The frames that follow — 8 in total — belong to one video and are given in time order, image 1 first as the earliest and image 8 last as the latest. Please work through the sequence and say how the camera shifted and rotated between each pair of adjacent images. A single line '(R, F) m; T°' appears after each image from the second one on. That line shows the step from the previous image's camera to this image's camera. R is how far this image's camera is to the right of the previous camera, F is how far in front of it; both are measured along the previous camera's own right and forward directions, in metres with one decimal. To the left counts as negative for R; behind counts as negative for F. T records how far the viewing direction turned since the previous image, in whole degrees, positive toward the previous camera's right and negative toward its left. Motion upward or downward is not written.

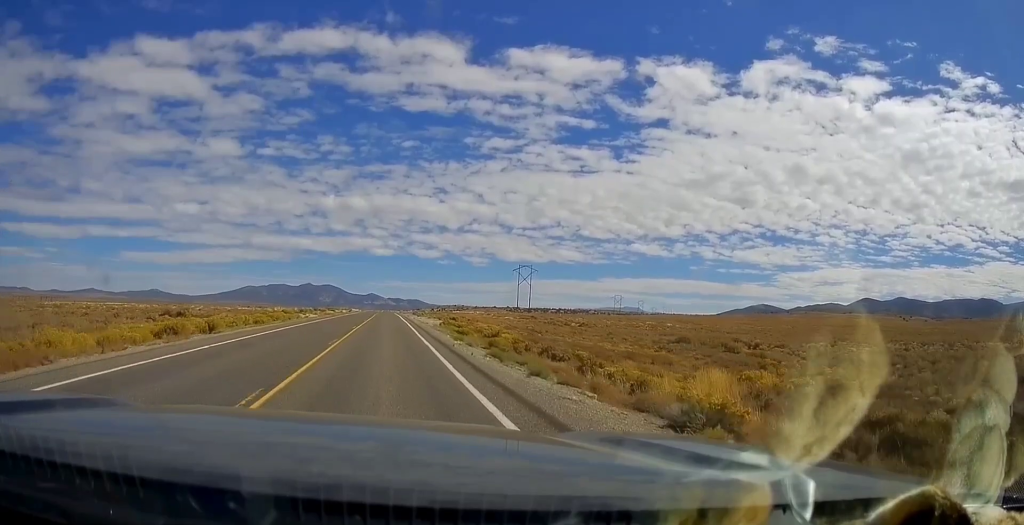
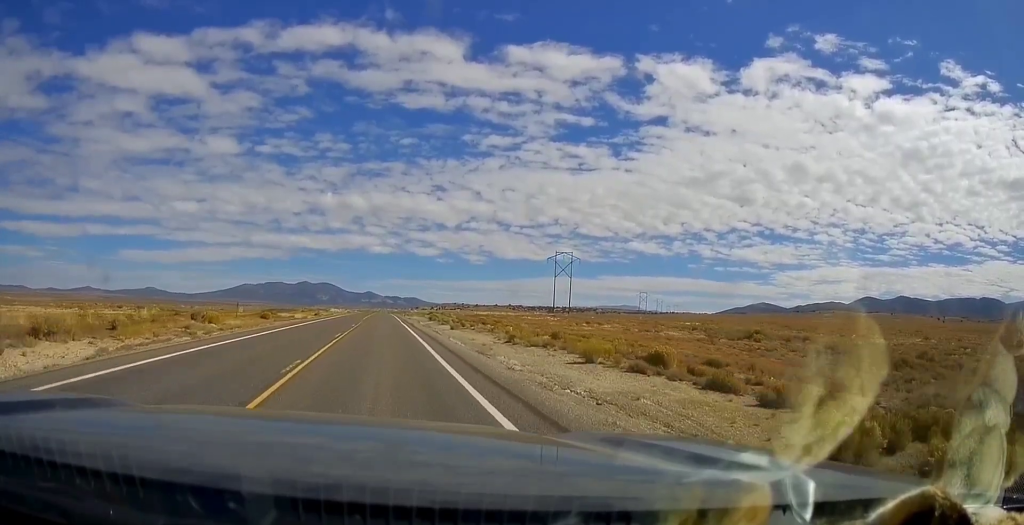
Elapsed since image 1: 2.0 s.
(+0.1, +68.1) m; 0°
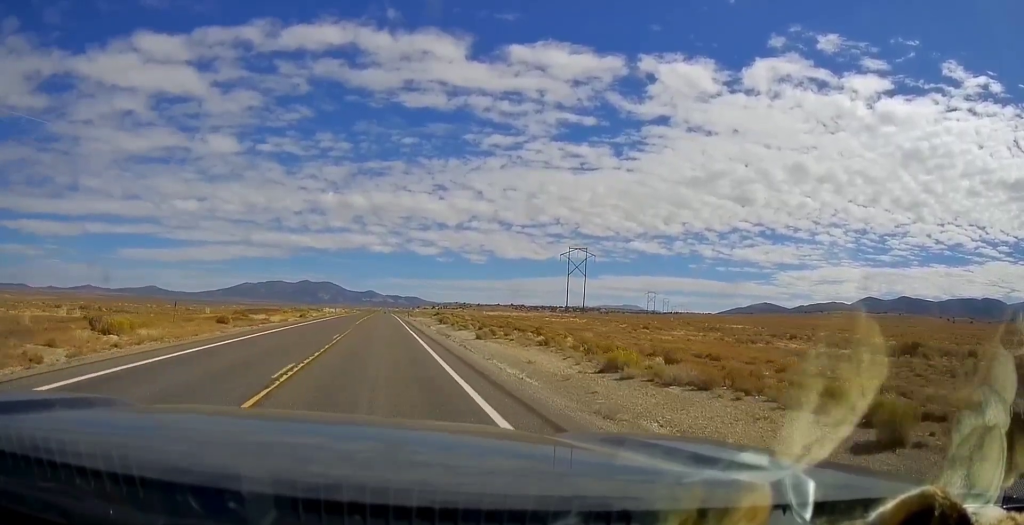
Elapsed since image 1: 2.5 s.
(+0.1, +15.3) m; 0°
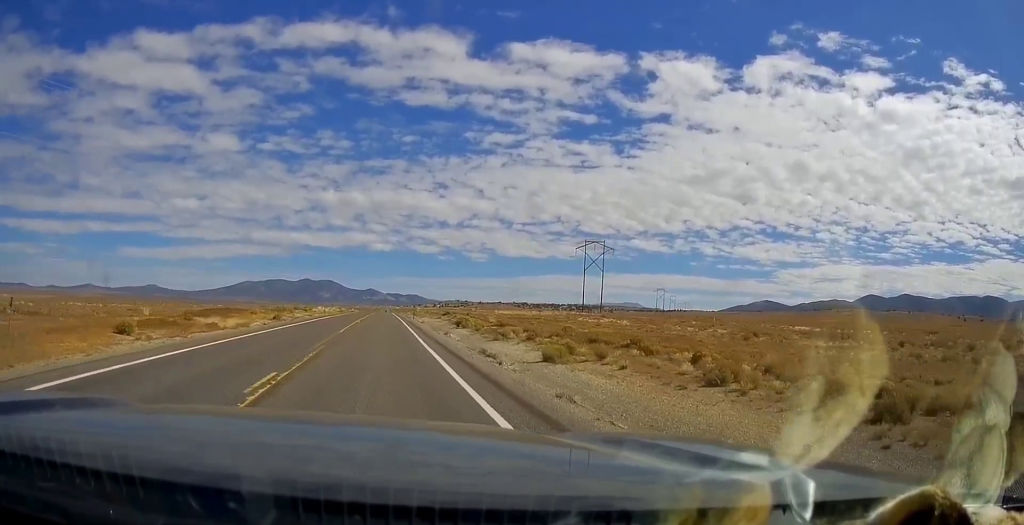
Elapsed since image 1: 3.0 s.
(-0.2, +17.5) m; 0°
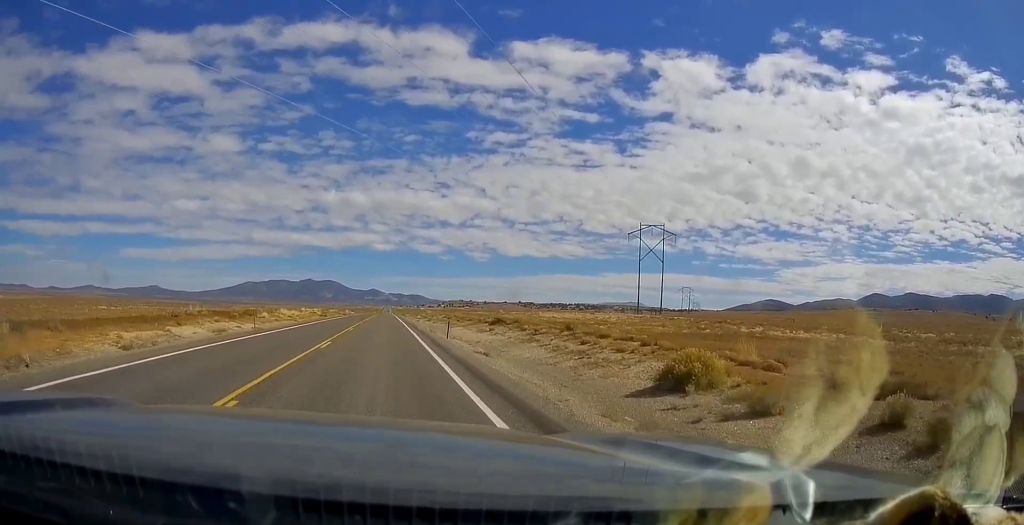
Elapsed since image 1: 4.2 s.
(+0.2, +41.2) m; 0°
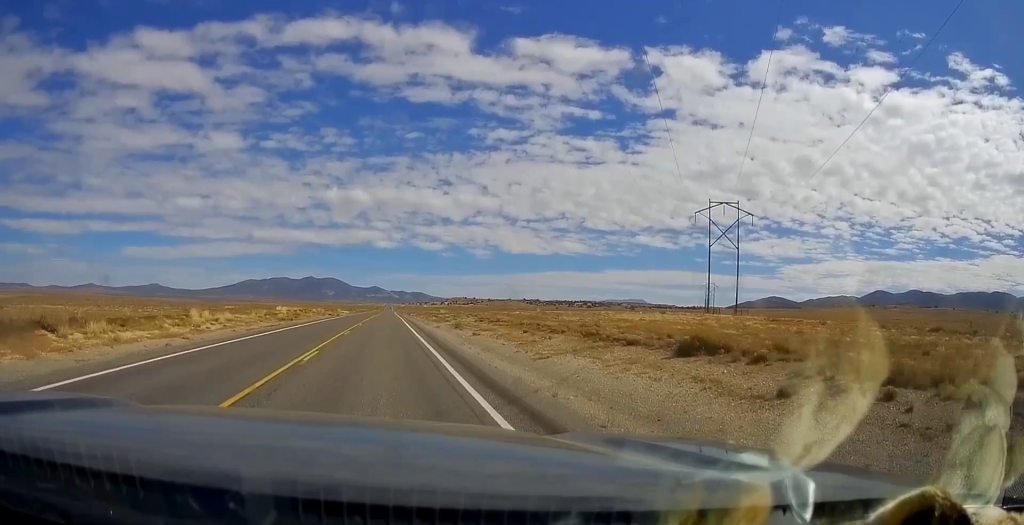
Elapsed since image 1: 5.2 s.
(-0.3, +35.4) m; -1°
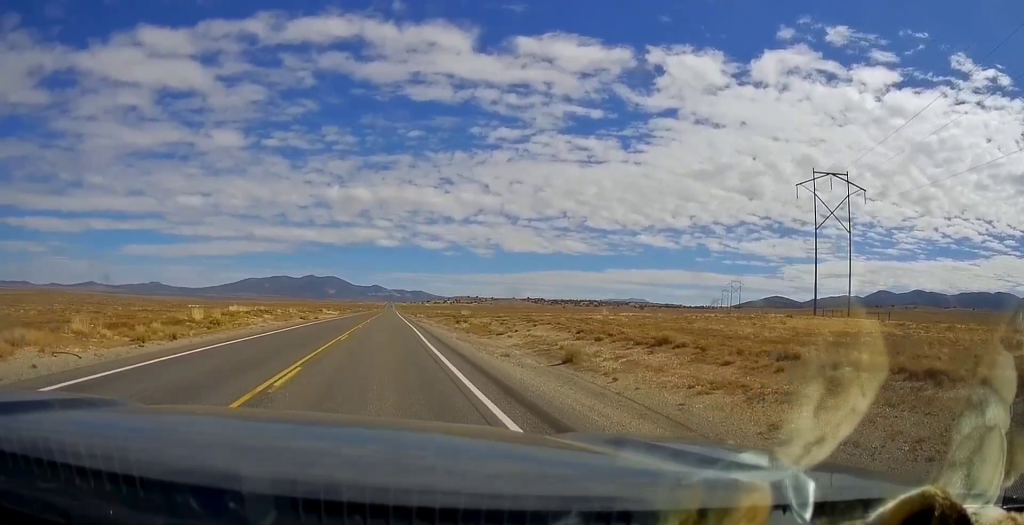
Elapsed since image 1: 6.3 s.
(-0.1, +34.5) m; 0°
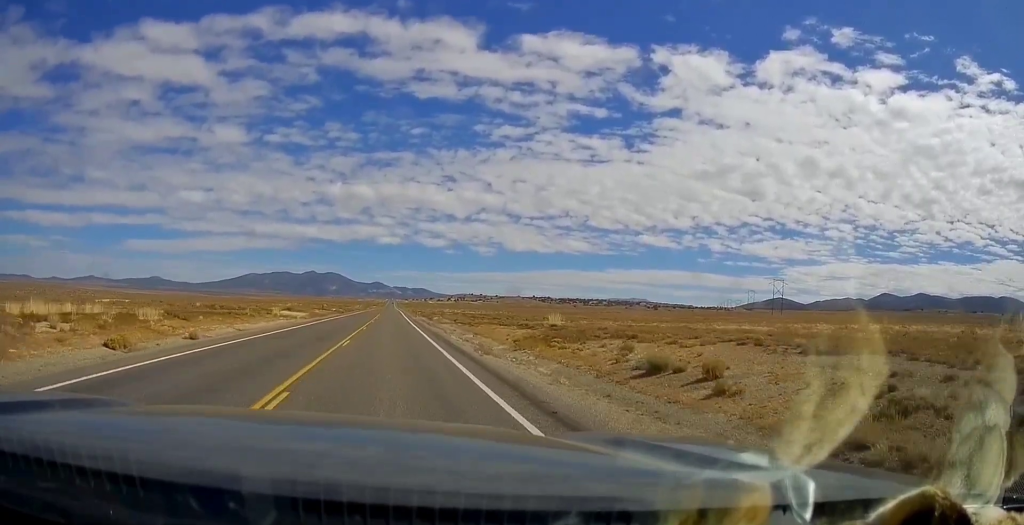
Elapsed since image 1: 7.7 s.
(0.0, +47.7) m; 0°
